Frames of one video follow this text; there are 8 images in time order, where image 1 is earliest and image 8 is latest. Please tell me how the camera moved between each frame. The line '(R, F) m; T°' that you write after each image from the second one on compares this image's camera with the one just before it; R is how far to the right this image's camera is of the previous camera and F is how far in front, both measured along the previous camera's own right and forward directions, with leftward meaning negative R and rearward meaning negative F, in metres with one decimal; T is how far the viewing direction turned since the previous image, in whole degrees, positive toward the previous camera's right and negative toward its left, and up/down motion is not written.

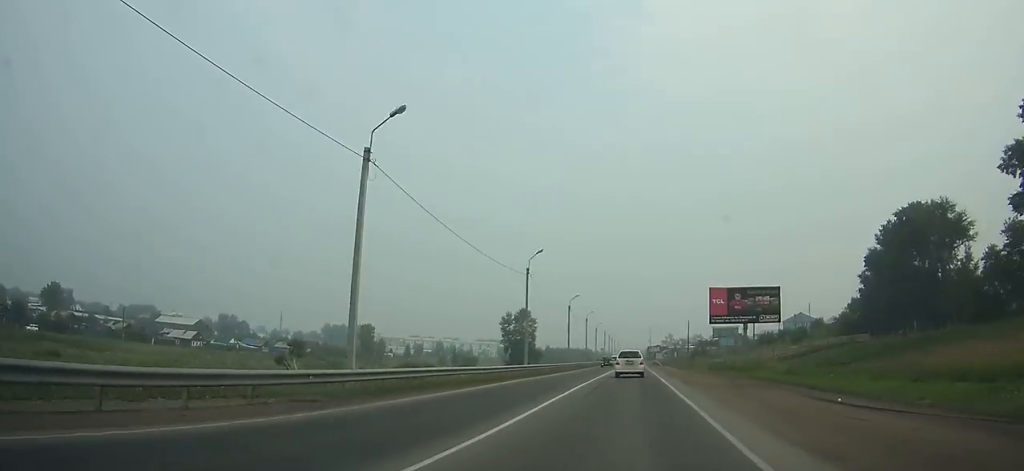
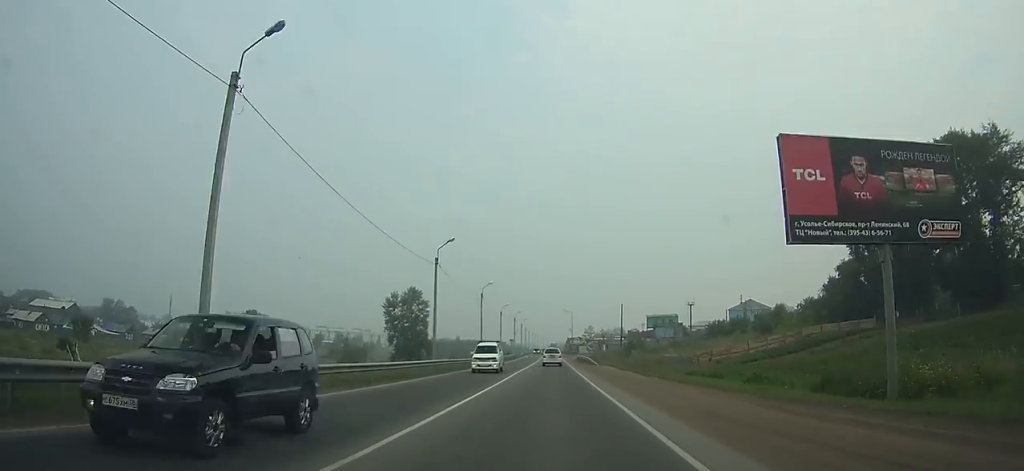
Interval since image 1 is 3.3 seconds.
(+1.5, +29.5) m; +4°
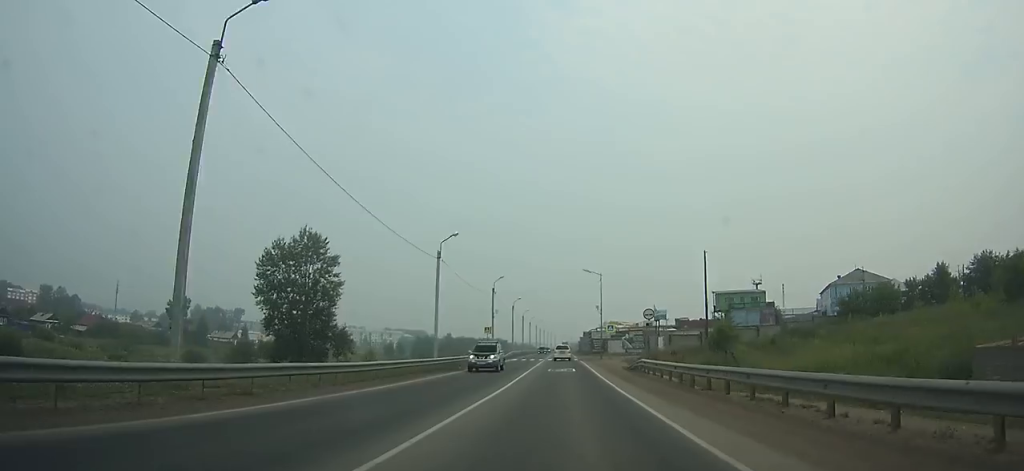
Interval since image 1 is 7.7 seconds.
(+0.5, +53.7) m; 0°
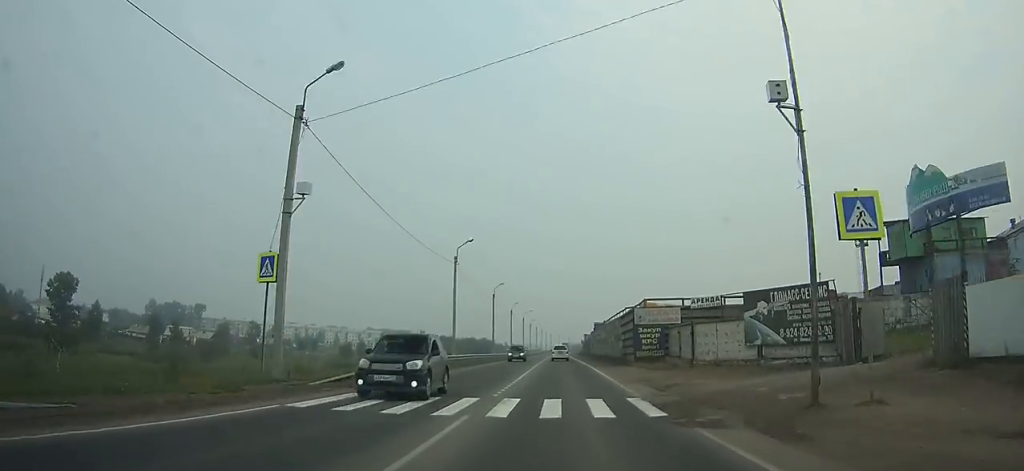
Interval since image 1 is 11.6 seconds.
(-0.4, +55.5) m; 0°
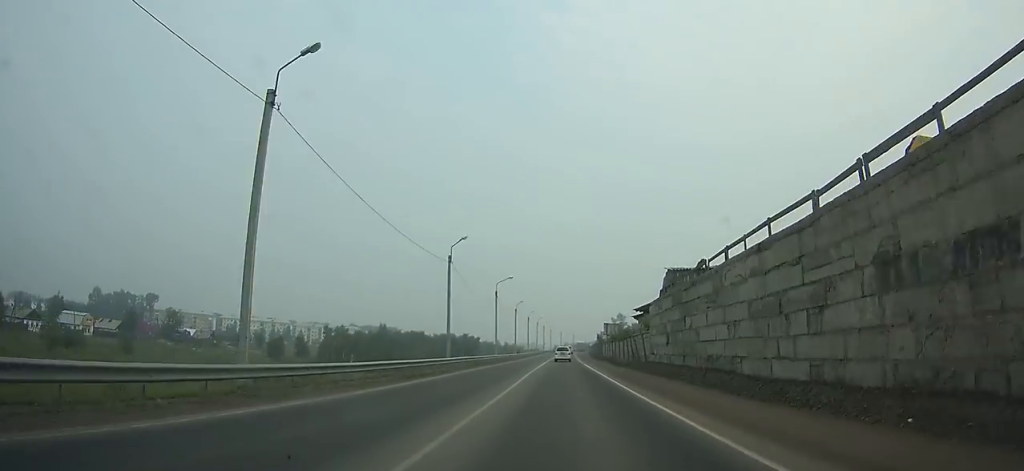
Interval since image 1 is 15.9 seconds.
(-0.1, +66.4) m; 0°
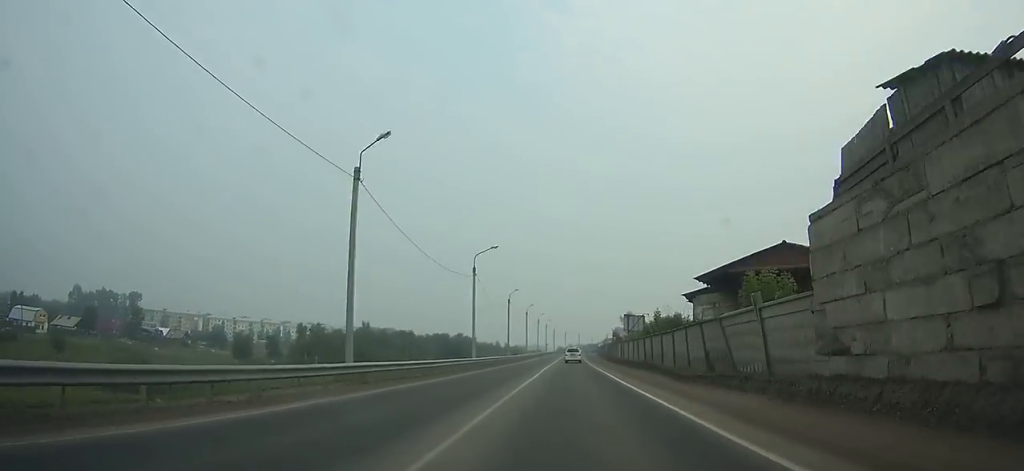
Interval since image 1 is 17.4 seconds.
(0.0, +23.3) m; 0°
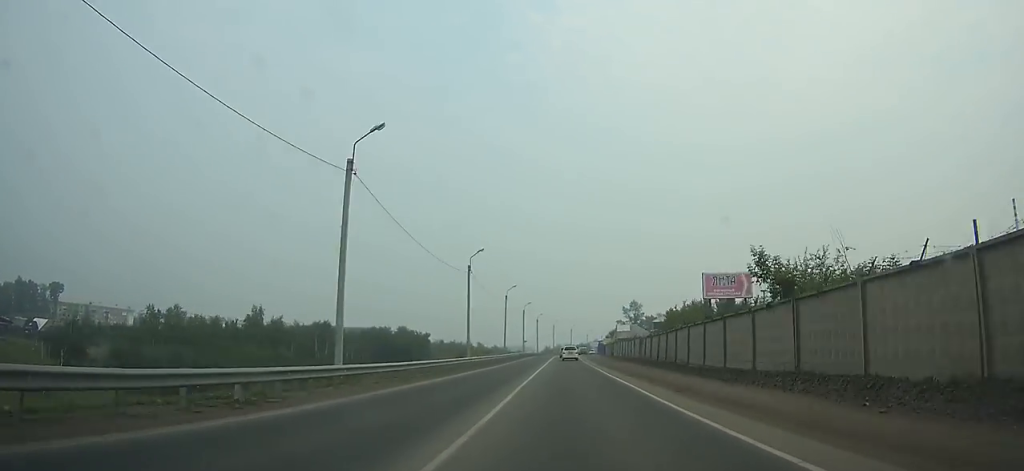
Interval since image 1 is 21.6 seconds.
(+0.1, +64.2) m; +1°
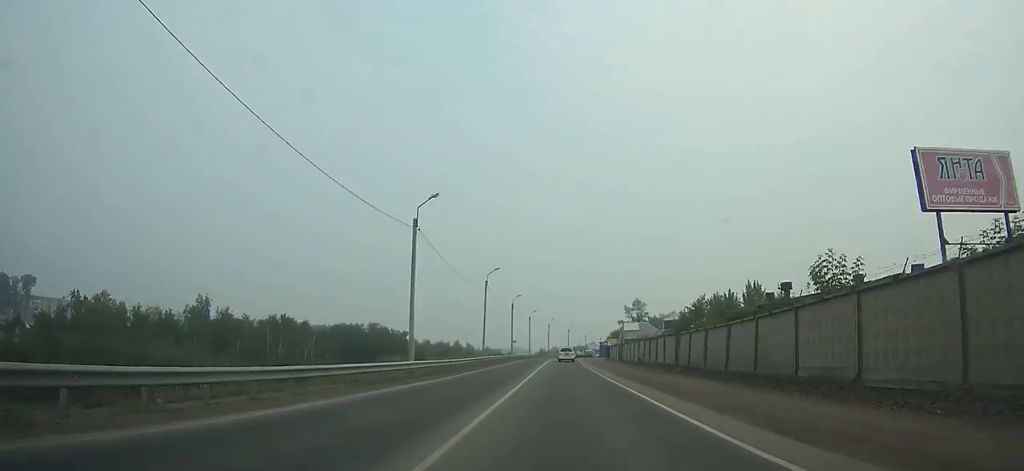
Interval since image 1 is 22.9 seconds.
(0.0, +19.4) m; 0°
